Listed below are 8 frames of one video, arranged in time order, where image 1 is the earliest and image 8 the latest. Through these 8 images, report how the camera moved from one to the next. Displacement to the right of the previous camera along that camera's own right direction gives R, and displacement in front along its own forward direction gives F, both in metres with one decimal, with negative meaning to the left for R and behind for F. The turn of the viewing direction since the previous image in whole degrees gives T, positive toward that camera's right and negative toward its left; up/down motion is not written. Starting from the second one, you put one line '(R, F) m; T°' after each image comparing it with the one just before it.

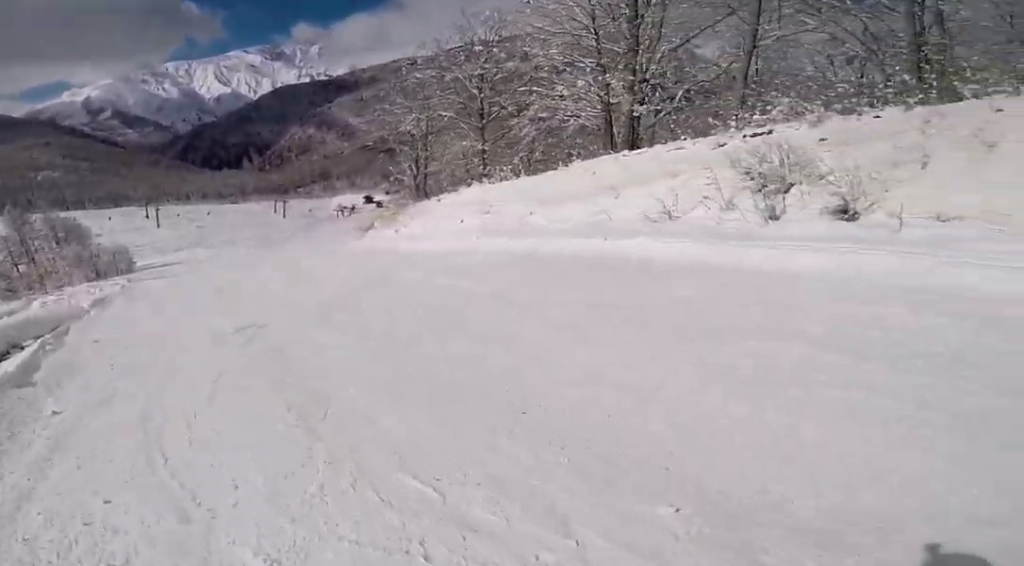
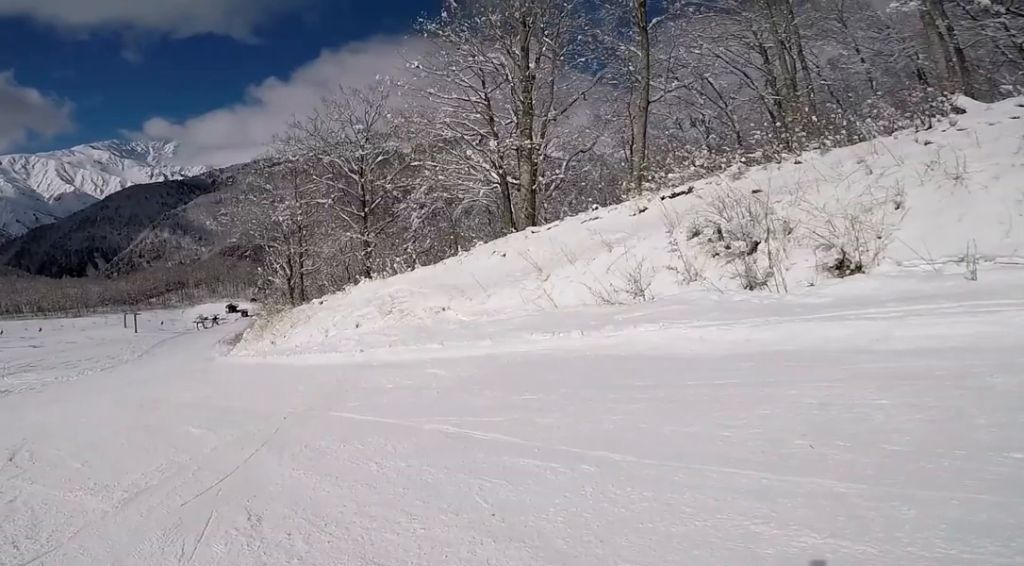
(+0.4, +3.1) m; +12°
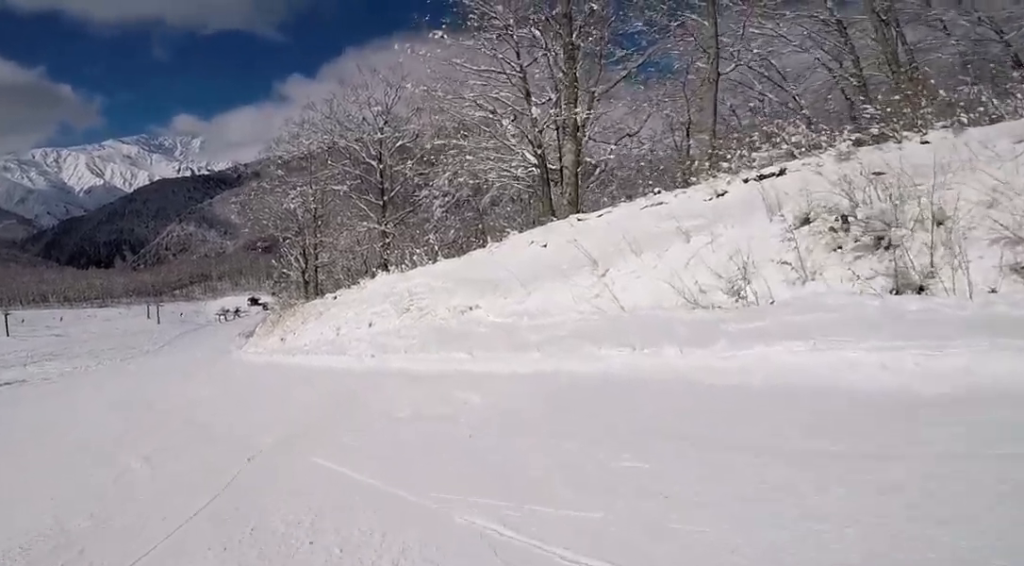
(+0.6, +2.1) m; +5°
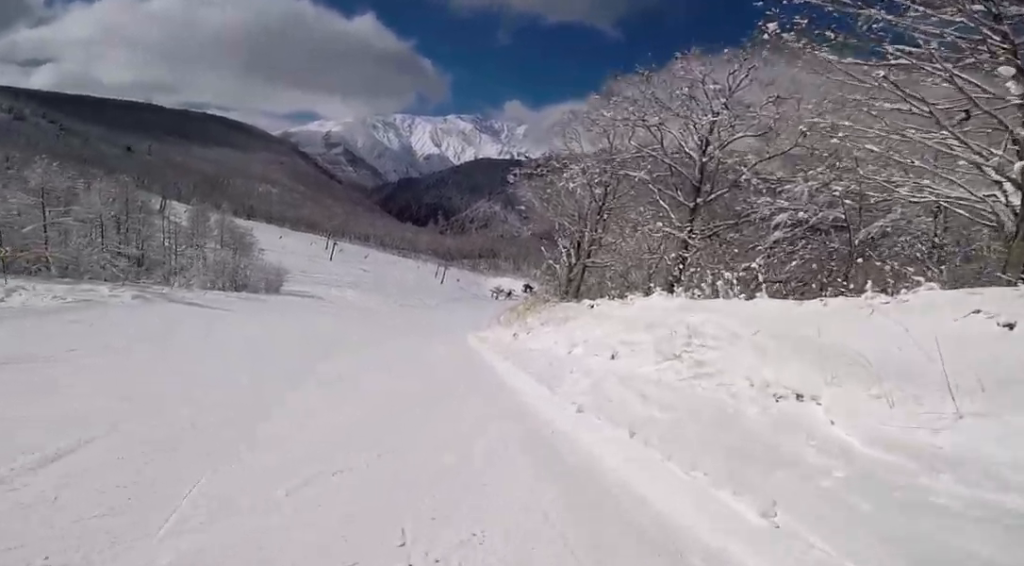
(-0.6, +4.5) m; -16°
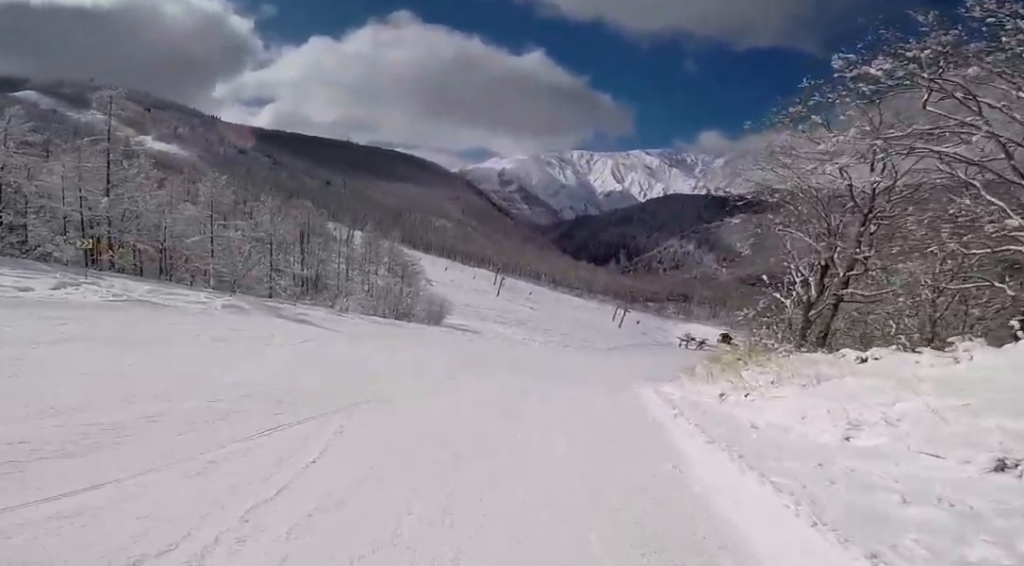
(-0.8, +4.8) m; -14°
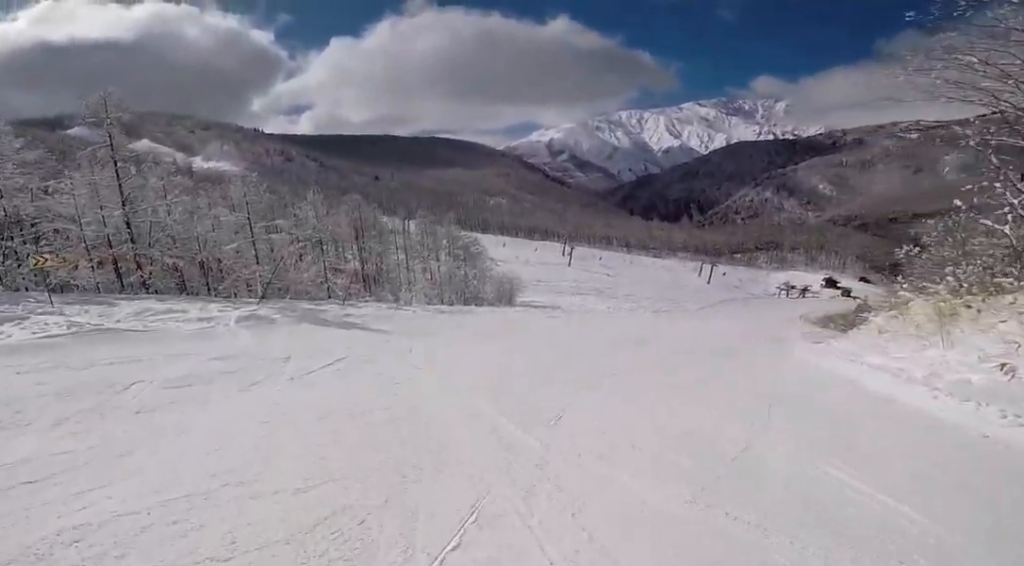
(-0.3, +4.5) m; -14°
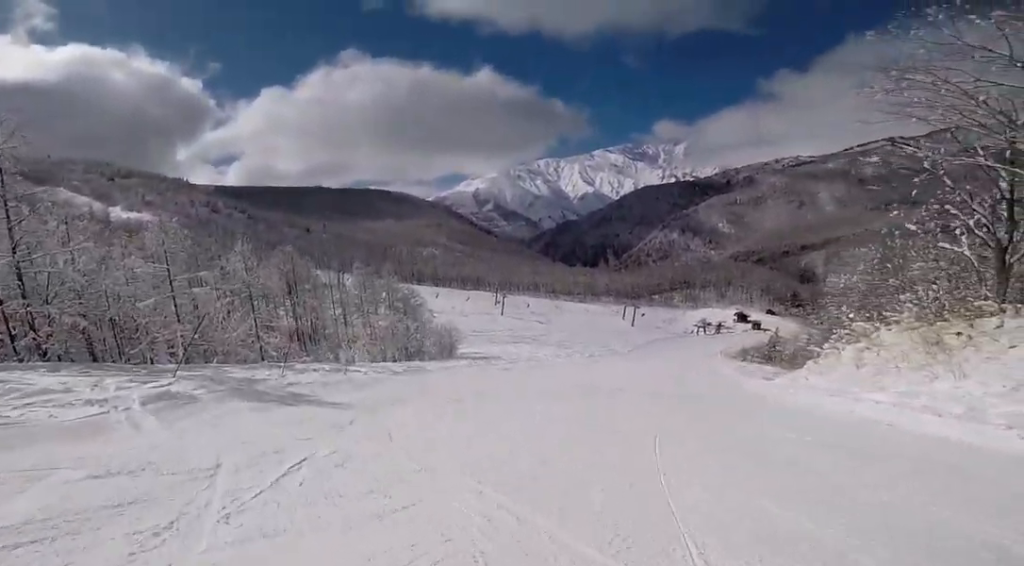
(-0.5, +2.8) m; -5°
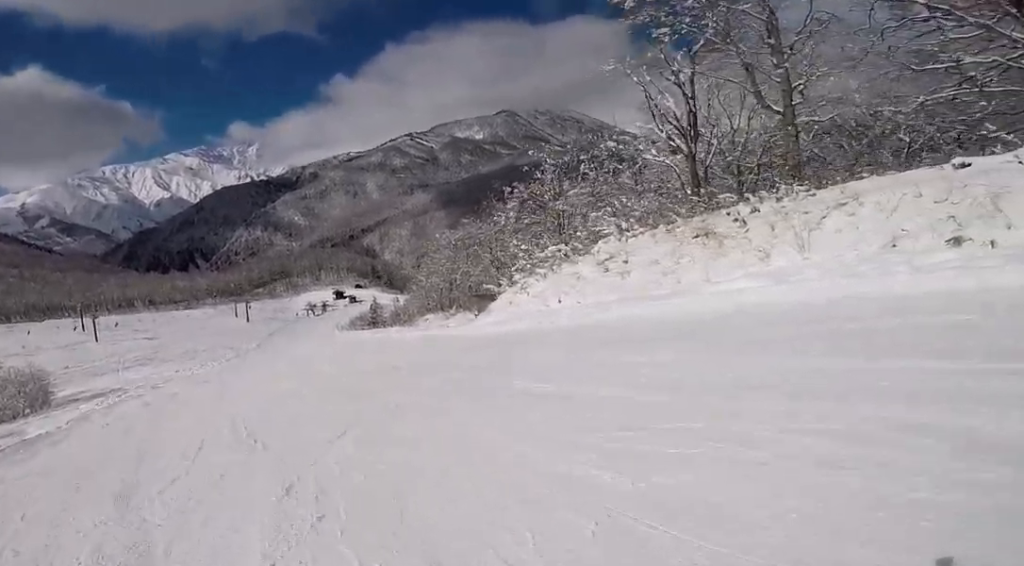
(+0.8, +8.4) m; +42°
